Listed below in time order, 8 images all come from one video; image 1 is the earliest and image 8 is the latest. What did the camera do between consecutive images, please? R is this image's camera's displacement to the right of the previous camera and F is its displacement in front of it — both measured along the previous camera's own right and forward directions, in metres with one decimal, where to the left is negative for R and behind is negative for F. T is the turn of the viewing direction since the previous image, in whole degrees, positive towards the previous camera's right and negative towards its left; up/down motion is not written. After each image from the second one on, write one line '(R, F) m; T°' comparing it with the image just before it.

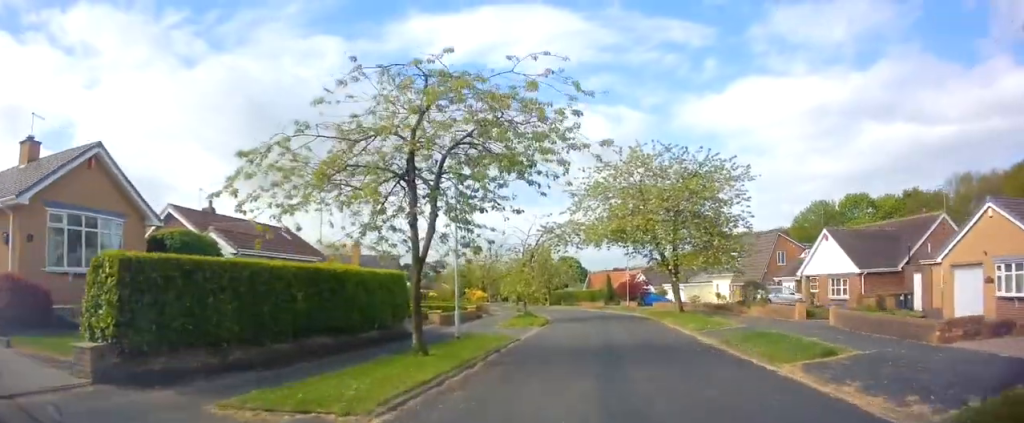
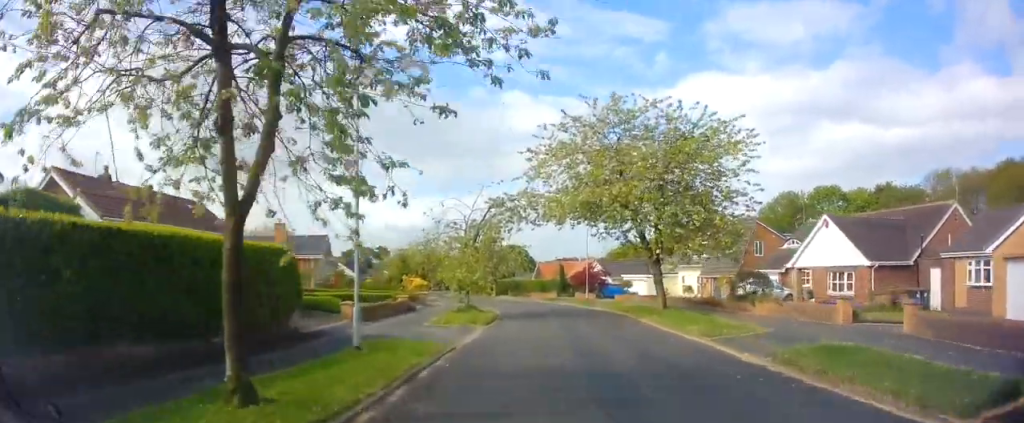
(+0.5, +5.2) m; +1°
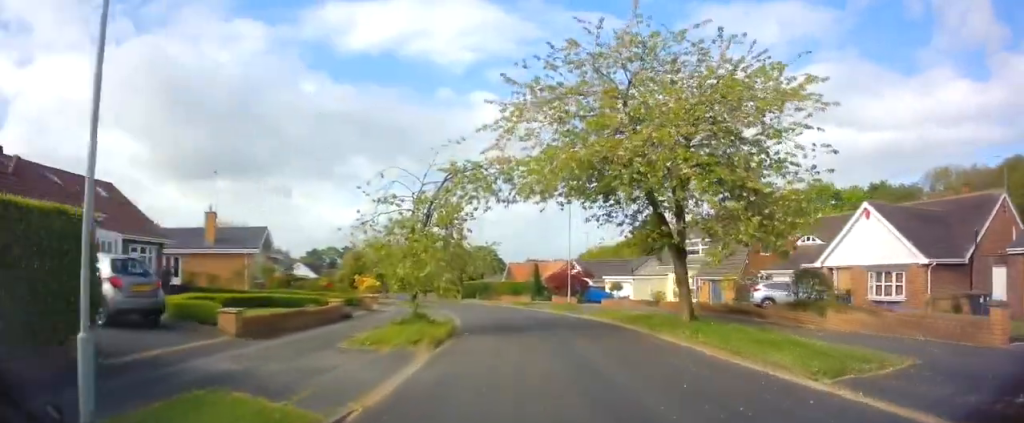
(-0.4, +6.2) m; -3°
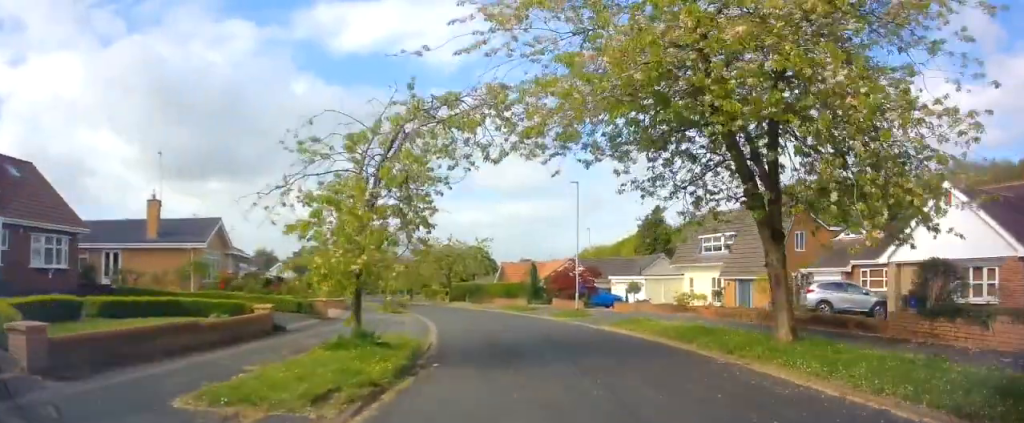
(0.0, +6.2) m; +3°
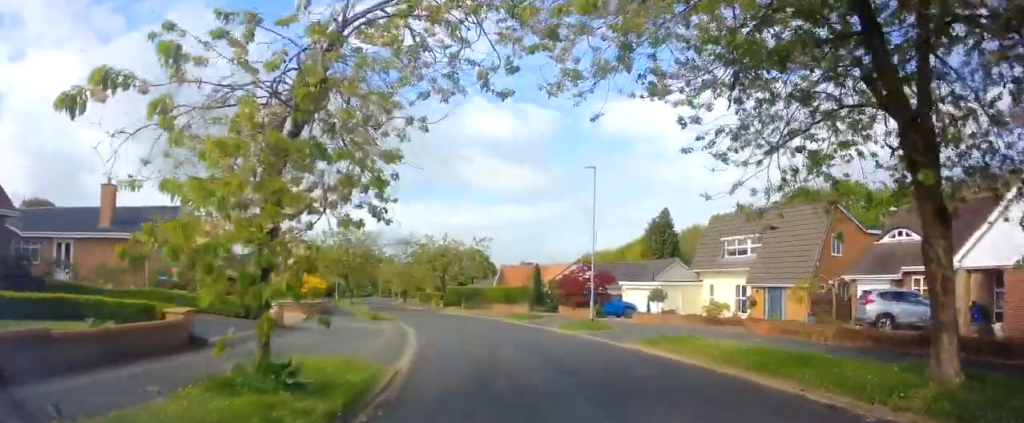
(+0.2, +4.2) m; +1°
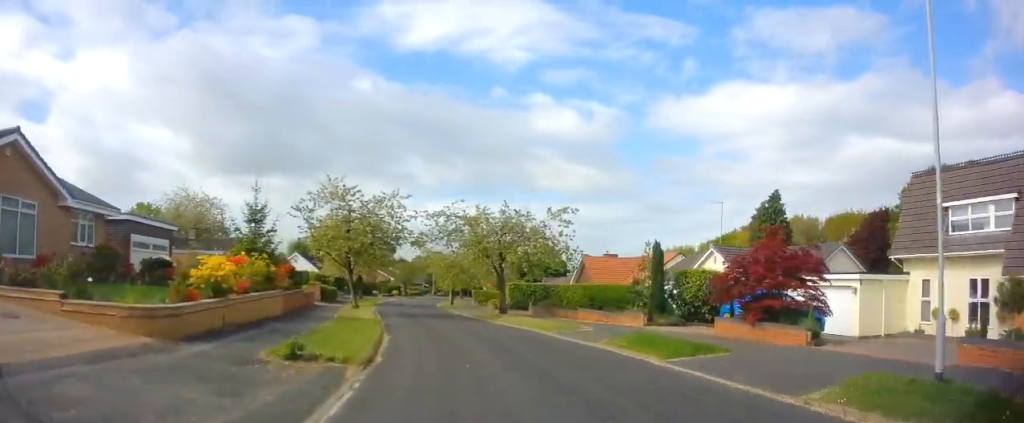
(0.0, +15.7) m; -6°
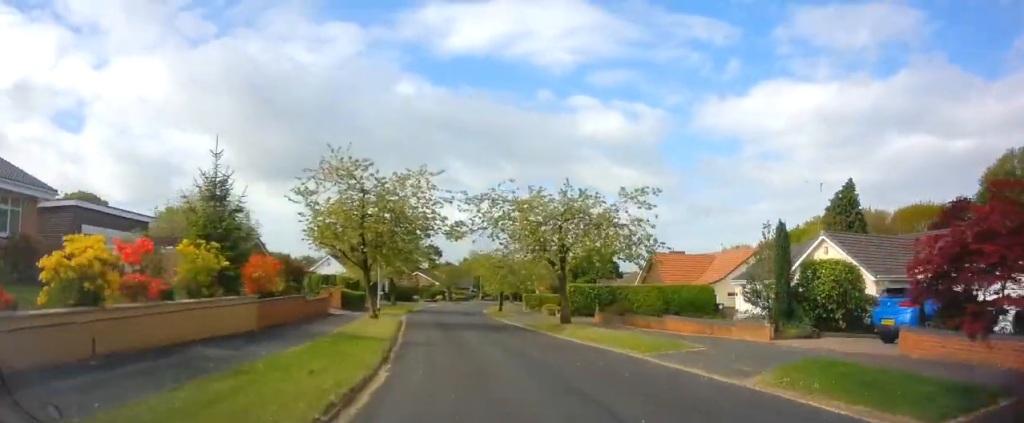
(-0.6, +6.7) m; -6°
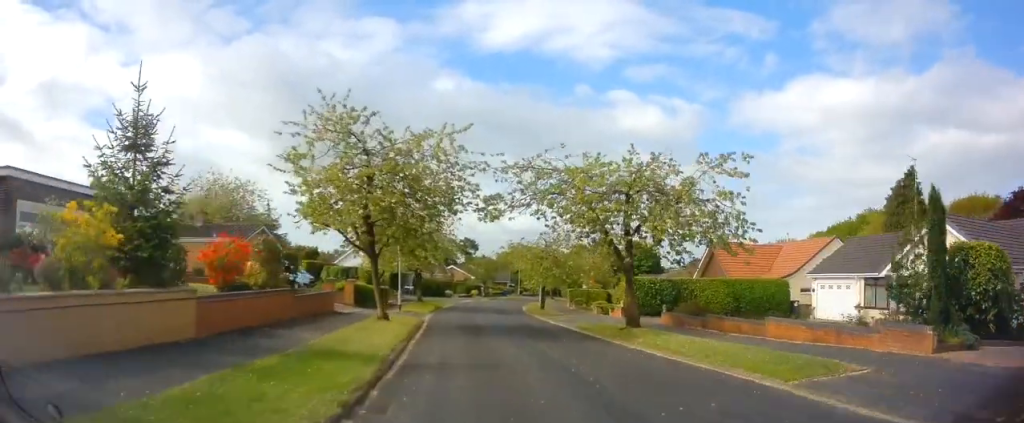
(-0.2, +5.3) m; -3°
